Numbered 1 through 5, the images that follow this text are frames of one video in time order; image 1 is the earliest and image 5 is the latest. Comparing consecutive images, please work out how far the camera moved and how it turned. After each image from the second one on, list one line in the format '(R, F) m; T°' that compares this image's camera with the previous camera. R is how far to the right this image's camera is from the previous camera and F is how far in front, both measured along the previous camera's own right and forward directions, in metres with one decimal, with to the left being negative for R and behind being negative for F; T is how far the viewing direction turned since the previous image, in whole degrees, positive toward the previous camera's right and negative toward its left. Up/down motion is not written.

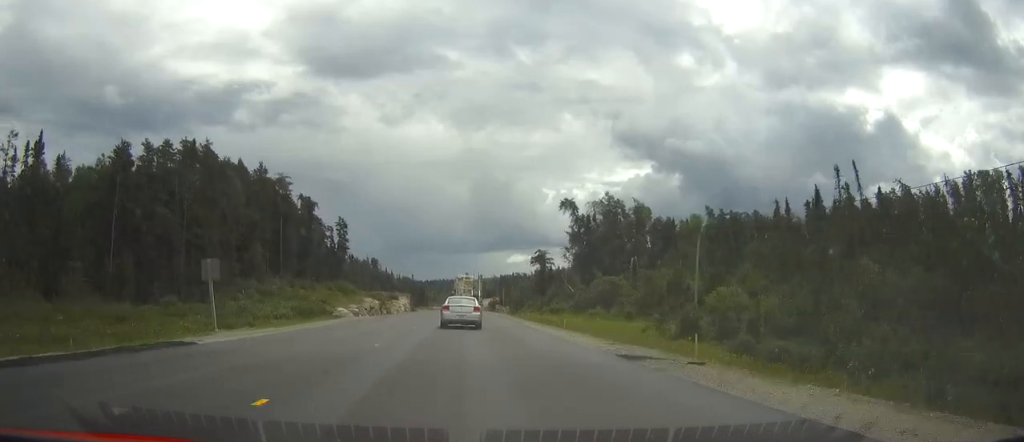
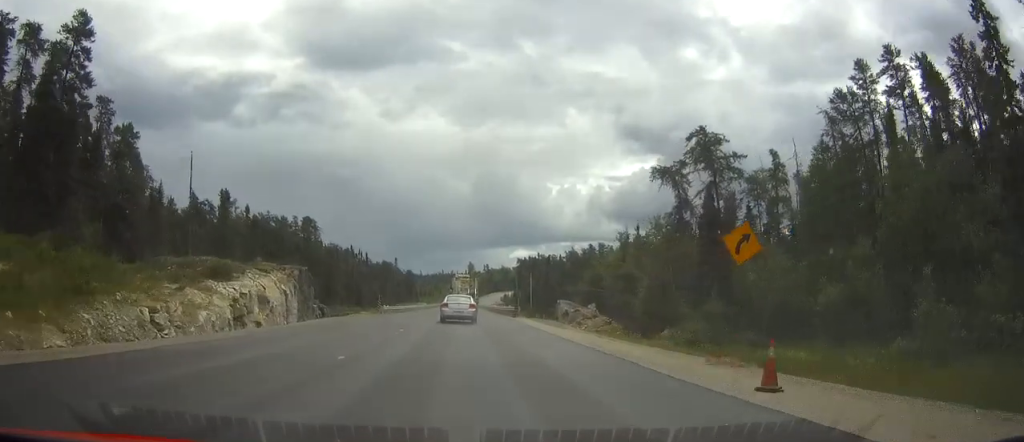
(+0.7, +116.3) m; +1°
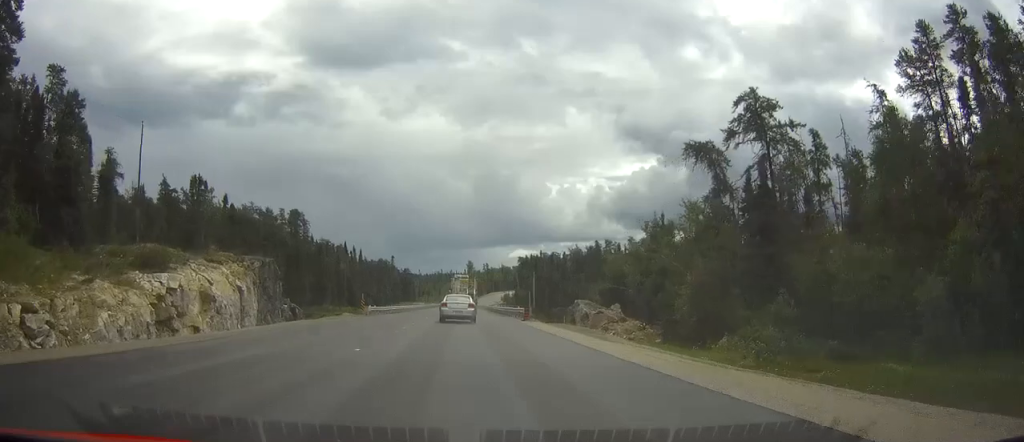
(0.0, +10.4) m; 0°
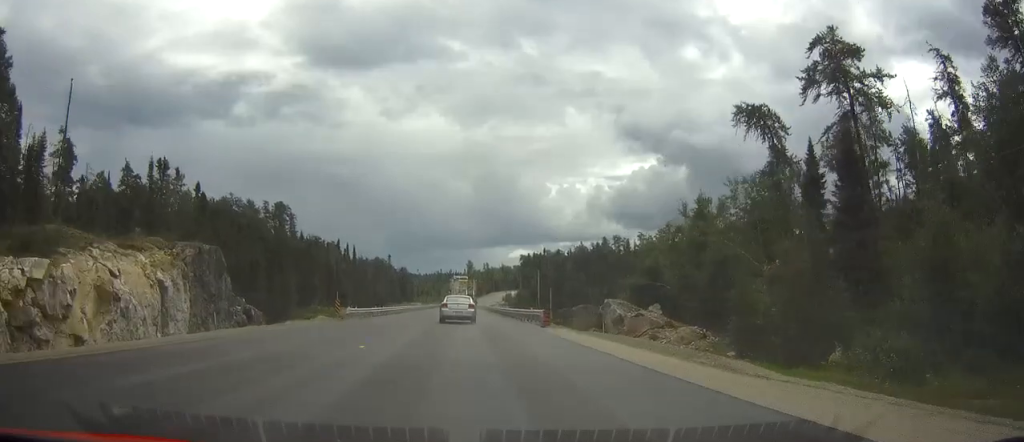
(0.0, +11.3) m; 0°
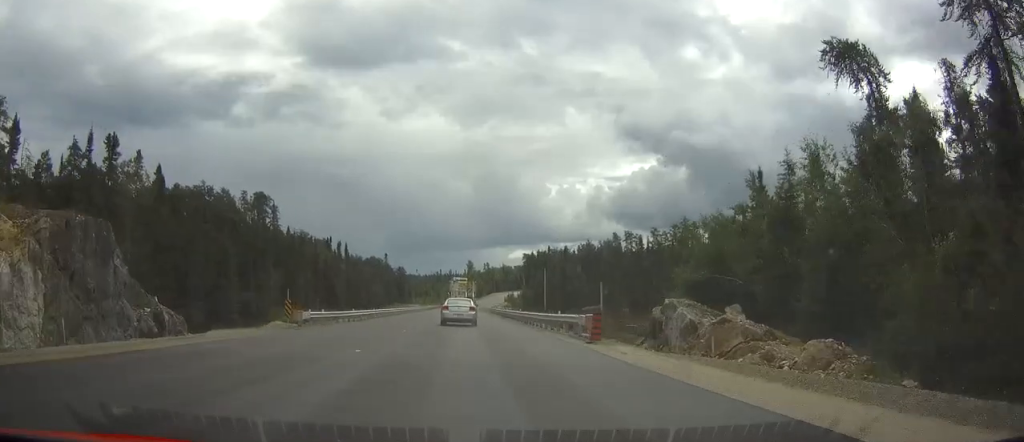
(0.0, +13.0) m; 0°
